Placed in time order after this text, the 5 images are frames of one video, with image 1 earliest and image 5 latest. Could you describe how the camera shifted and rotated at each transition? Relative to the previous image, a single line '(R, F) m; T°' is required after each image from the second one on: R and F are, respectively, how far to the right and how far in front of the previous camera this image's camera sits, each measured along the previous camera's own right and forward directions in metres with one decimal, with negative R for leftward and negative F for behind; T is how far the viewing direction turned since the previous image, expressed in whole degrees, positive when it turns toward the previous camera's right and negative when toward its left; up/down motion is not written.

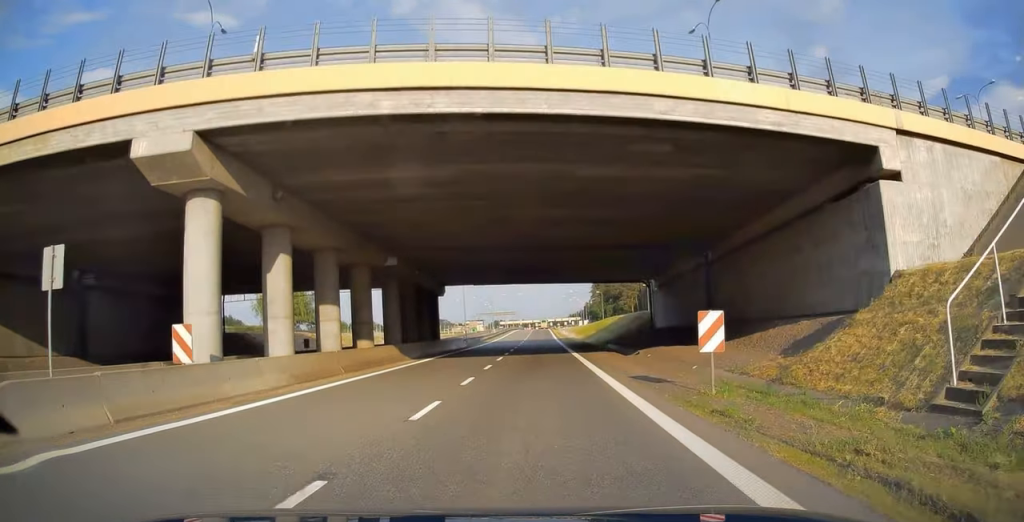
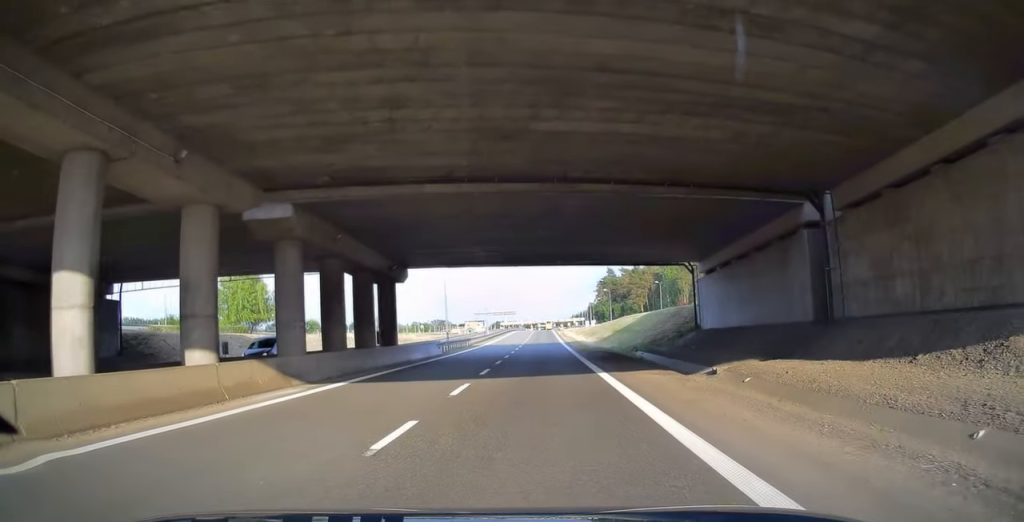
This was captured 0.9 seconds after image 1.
(+0.2, +14.0) m; 0°
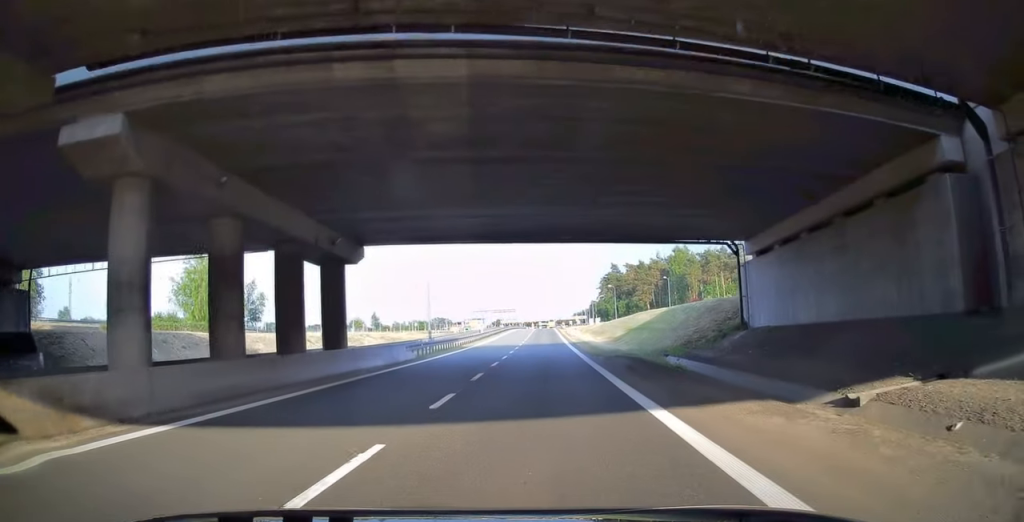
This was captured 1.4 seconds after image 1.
(+0.1, +8.5) m; -1°
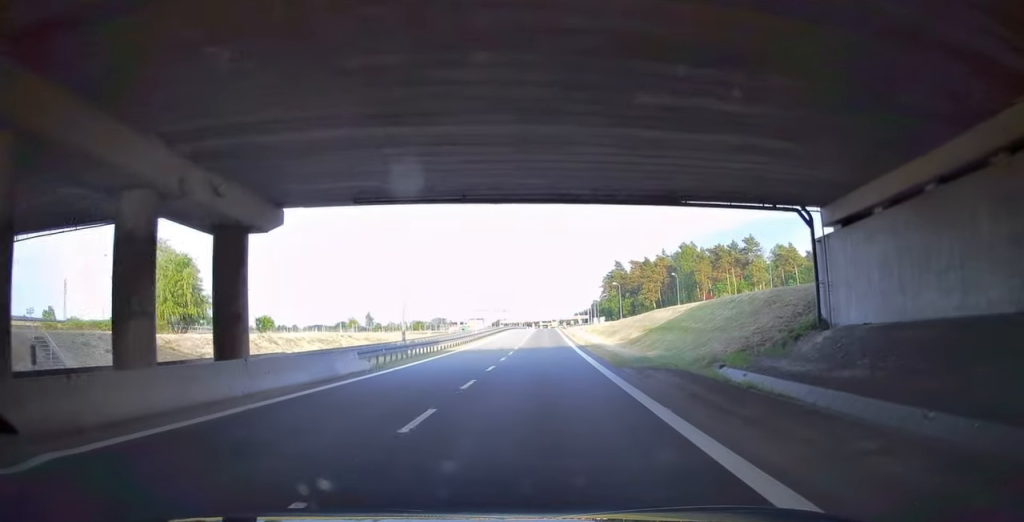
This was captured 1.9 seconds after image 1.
(-0.1, +8.2) m; -1°
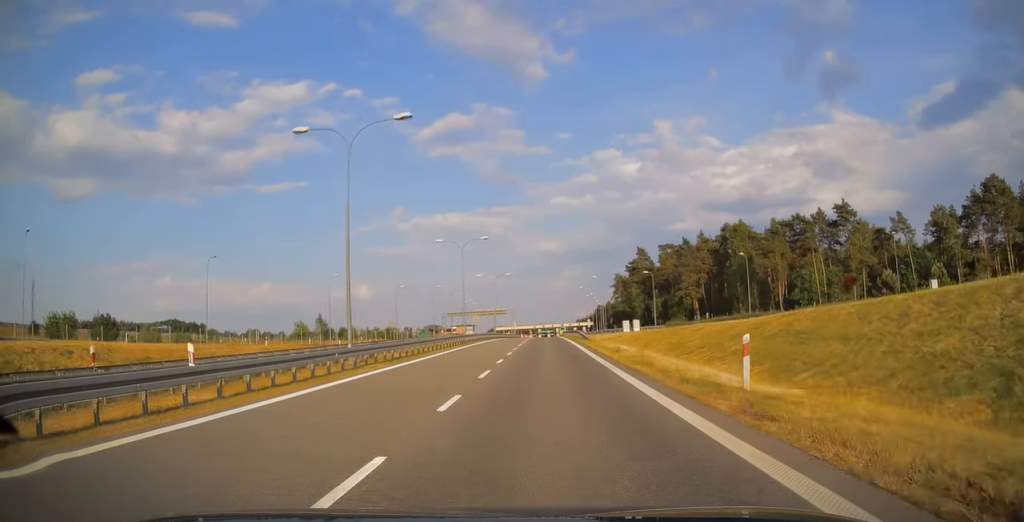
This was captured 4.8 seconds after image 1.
(-0.6, +45.9) m; +1°
